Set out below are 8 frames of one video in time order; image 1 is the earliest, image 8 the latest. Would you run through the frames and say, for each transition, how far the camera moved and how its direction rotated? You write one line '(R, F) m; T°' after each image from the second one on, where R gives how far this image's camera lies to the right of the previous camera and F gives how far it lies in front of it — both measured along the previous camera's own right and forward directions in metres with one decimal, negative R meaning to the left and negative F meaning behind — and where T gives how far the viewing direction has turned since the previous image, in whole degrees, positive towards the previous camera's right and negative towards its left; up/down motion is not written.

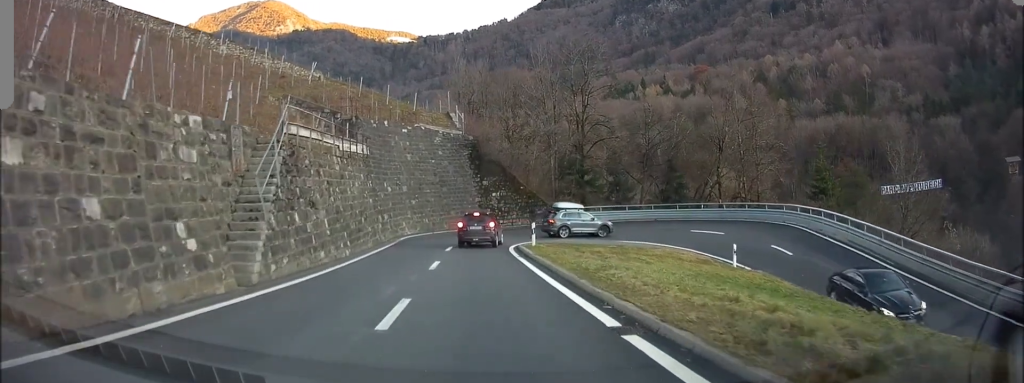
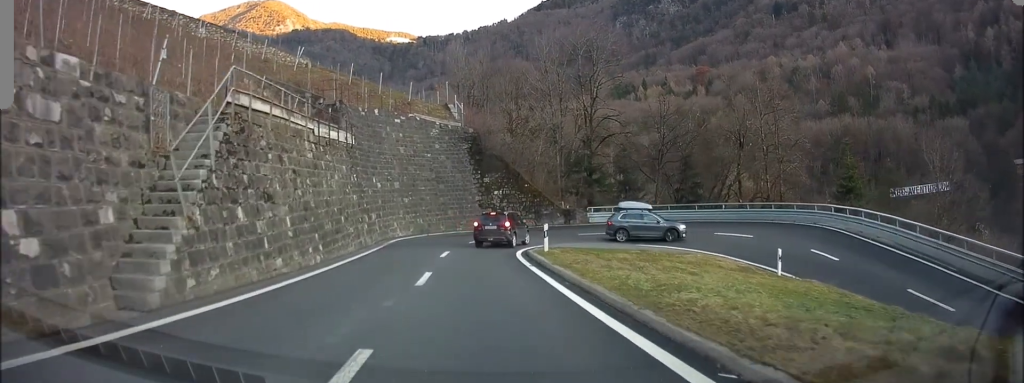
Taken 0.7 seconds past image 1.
(0.0, +3.8) m; +2°
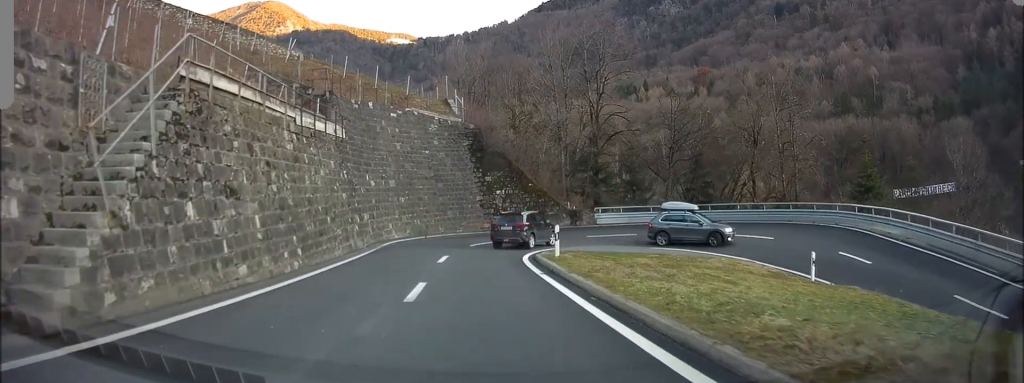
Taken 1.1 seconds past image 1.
(-0.1, +2.3) m; +2°
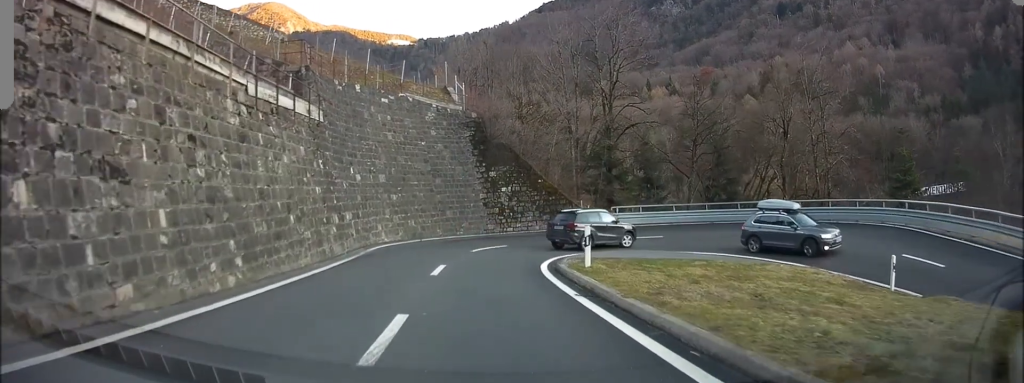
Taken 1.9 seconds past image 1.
(+0.2, +4.1) m; +3°
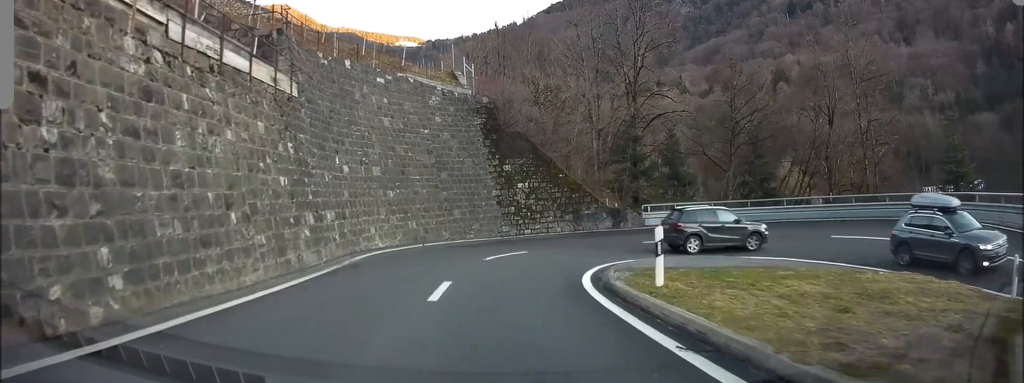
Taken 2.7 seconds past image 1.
(+0.1, +4.5) m; +1°
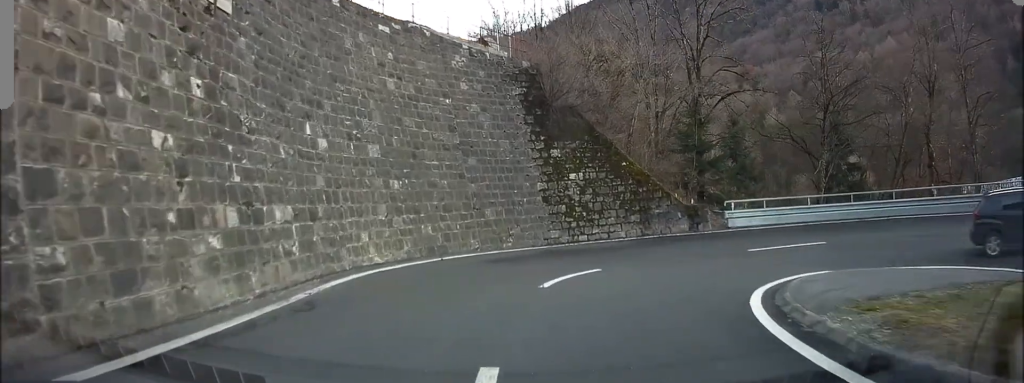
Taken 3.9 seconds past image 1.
(-0.1, +7.2) m; -3°
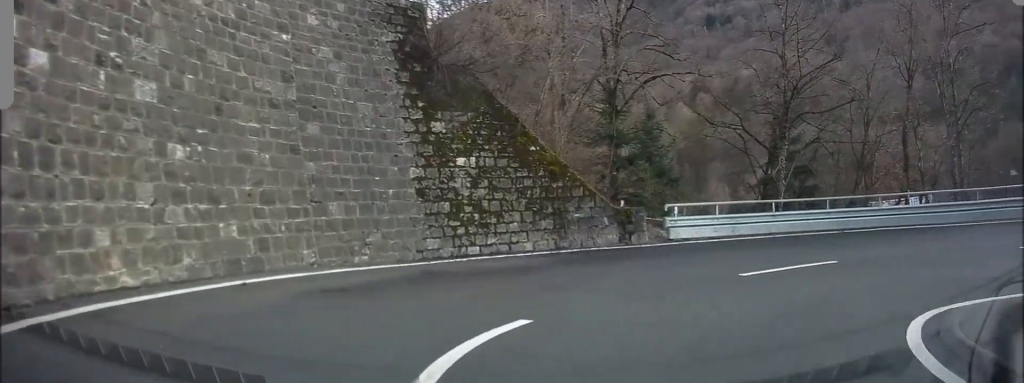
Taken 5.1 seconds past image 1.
(-0.1, +6.7) m; +4°
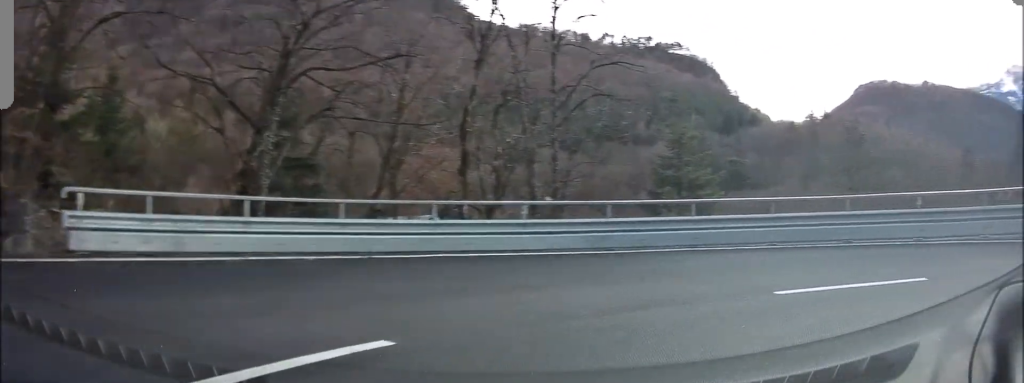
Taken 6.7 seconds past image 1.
(+2.6, +5.0) m; +73°
